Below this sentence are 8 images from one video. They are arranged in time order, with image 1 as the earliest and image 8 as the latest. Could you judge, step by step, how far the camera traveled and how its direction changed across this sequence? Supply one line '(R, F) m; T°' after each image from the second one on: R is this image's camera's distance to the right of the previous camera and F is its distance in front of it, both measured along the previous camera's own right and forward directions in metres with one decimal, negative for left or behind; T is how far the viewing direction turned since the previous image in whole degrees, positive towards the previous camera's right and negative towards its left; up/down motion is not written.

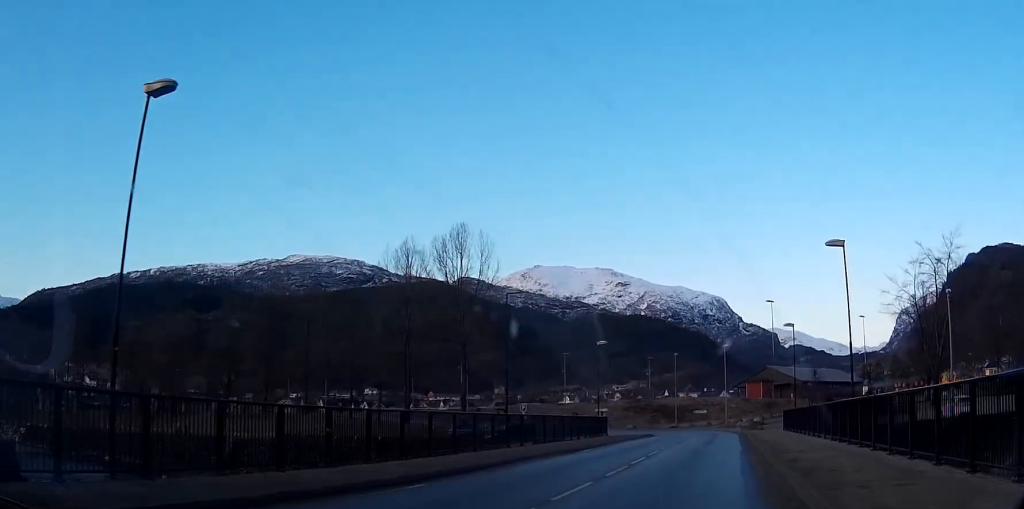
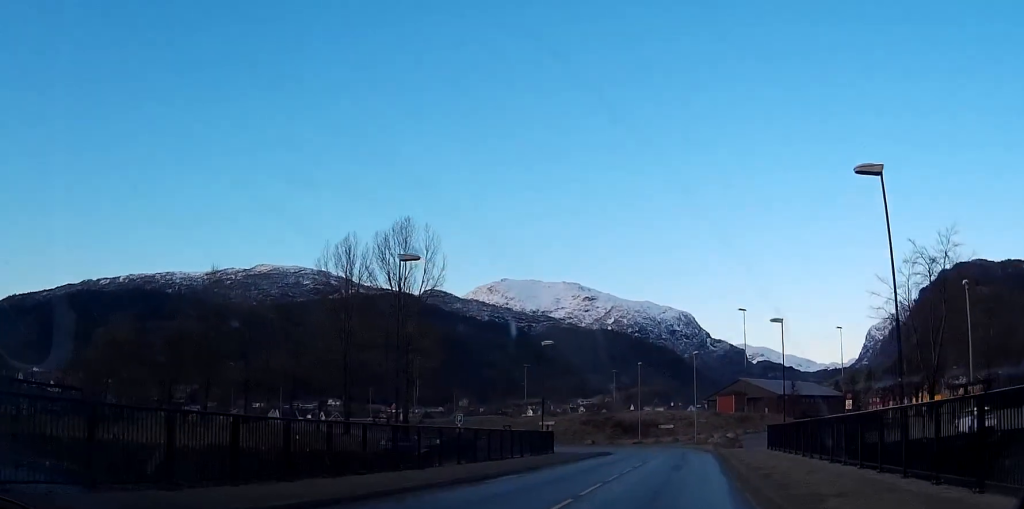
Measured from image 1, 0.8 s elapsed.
(+0.2, +9.2) m; +2°
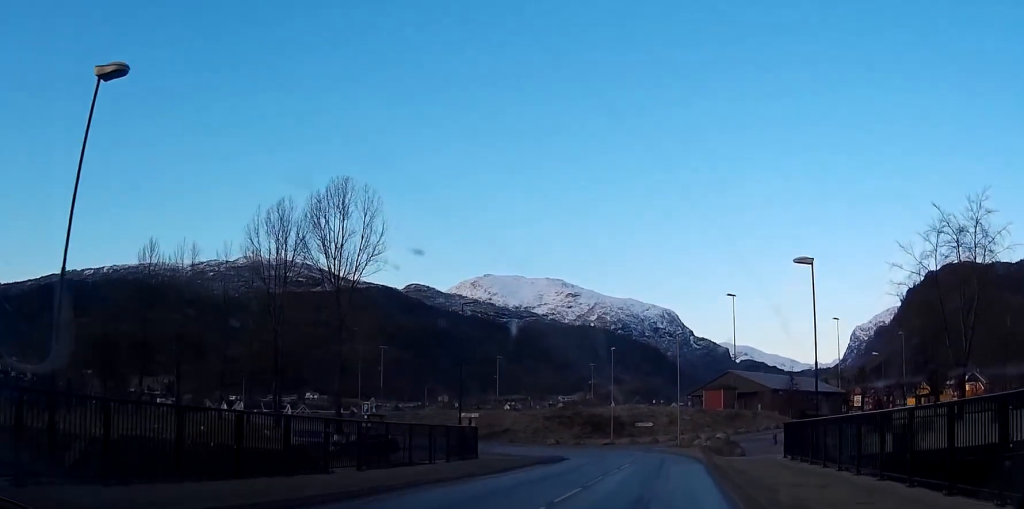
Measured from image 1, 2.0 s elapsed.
(+0.3, +13.7) m; +2°
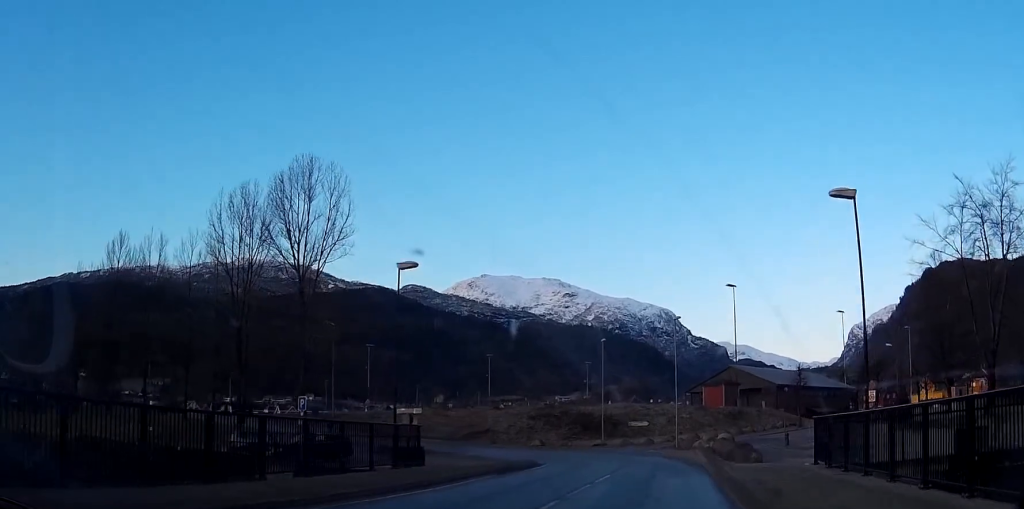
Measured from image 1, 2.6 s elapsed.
(0.0, +7.2) m; +1°
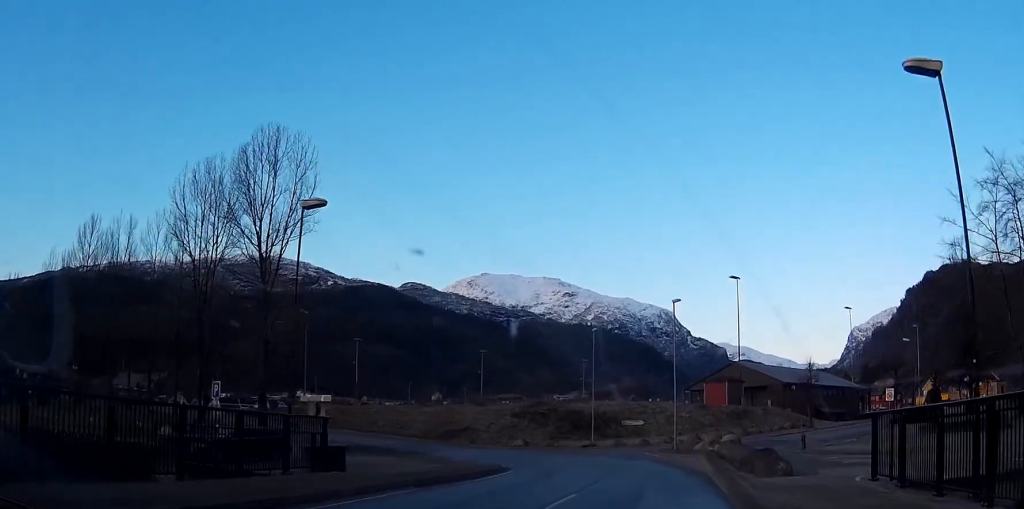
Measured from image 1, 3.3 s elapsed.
(0.0, +7.1) m; 0°
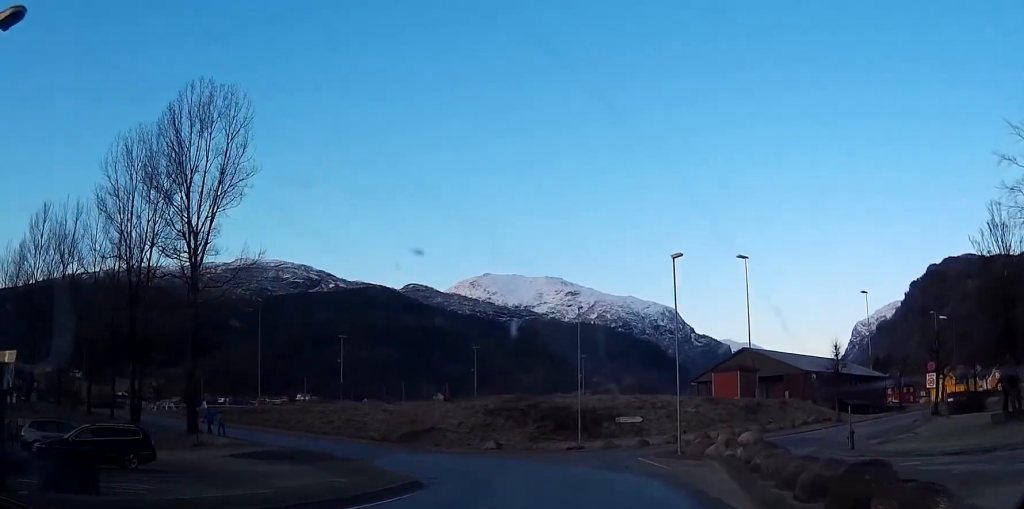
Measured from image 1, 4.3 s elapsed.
(0.0, +11.0) m; -2°
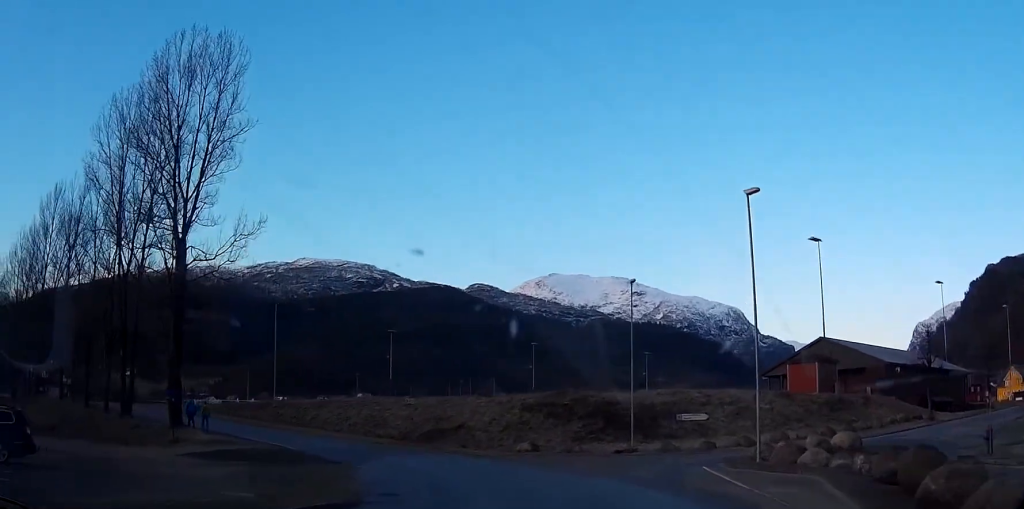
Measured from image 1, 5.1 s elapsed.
(-0.3, +9.1) m; -5°
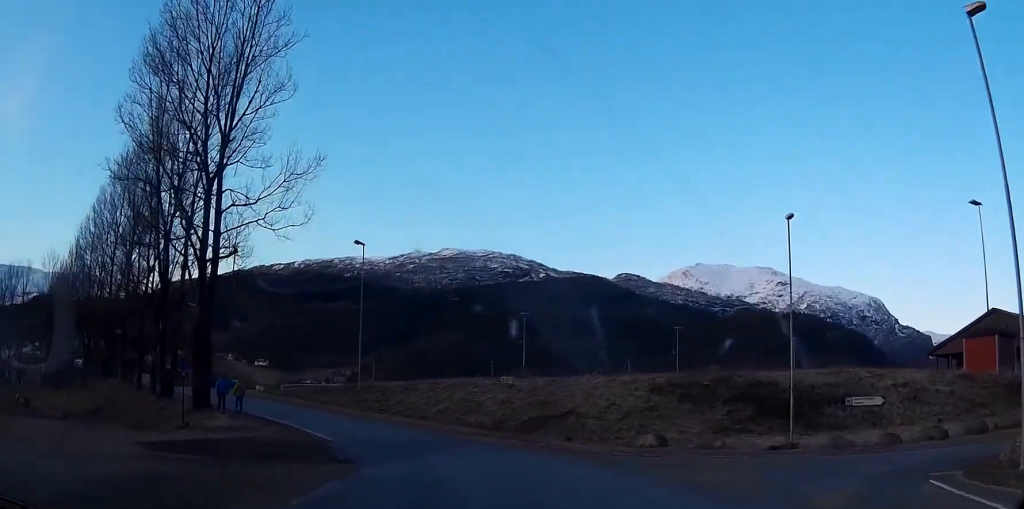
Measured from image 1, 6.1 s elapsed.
(-0.8, +11.1) m; -10°
